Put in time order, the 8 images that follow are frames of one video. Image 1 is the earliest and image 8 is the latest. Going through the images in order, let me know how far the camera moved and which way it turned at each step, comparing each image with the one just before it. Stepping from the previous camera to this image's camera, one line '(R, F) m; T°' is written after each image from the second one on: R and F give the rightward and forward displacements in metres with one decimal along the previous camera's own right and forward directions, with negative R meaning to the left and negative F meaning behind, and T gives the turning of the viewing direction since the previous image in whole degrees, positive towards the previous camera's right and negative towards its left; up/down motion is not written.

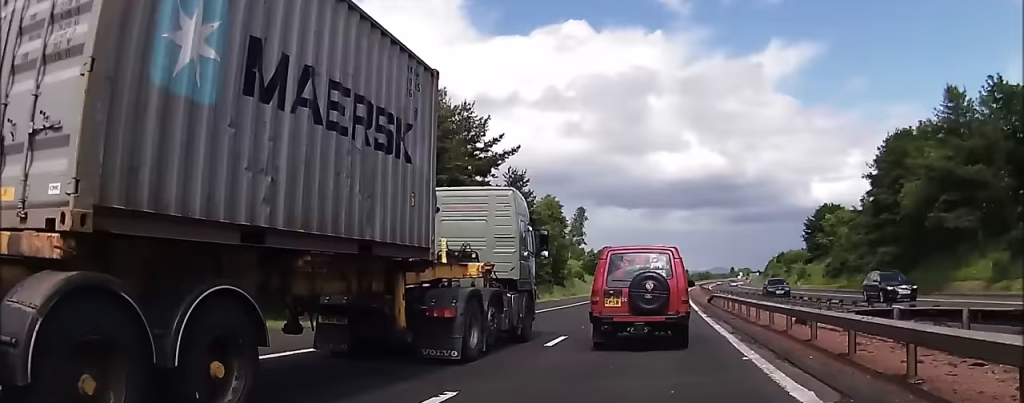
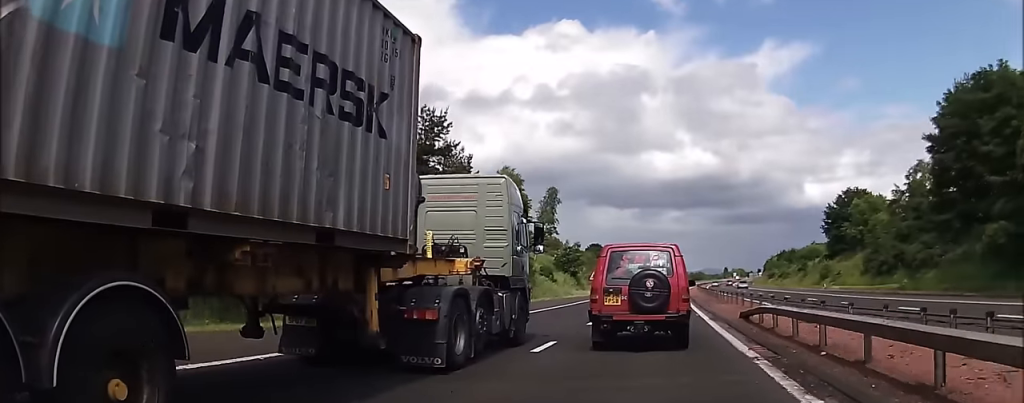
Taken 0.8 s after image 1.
(0.0, +20.1) m; +1°
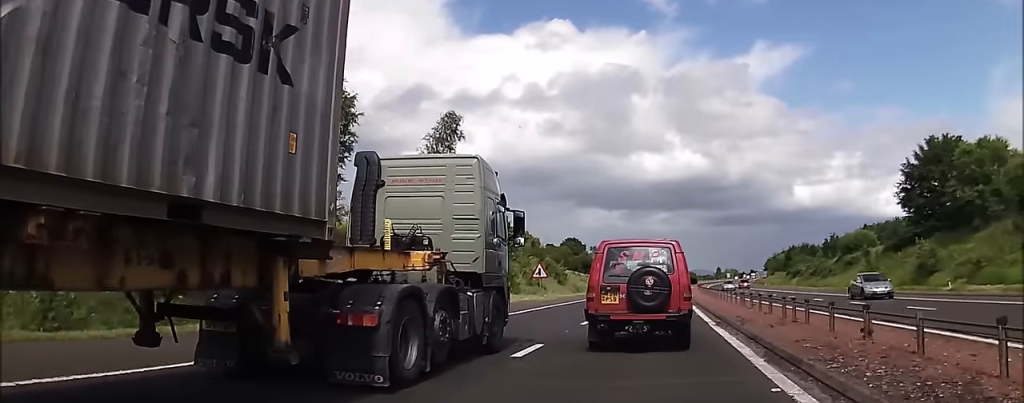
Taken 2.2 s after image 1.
(+0.5, +36.9) m; +1°
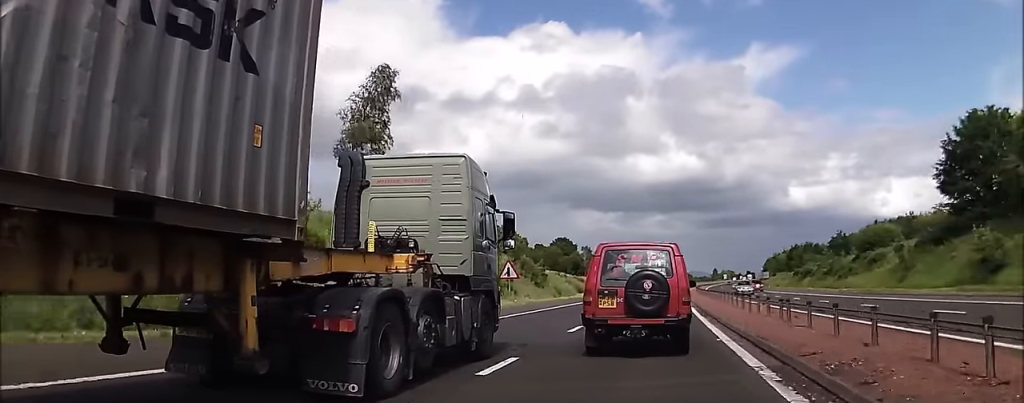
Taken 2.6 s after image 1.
(0.0, +11.0) m; 0°
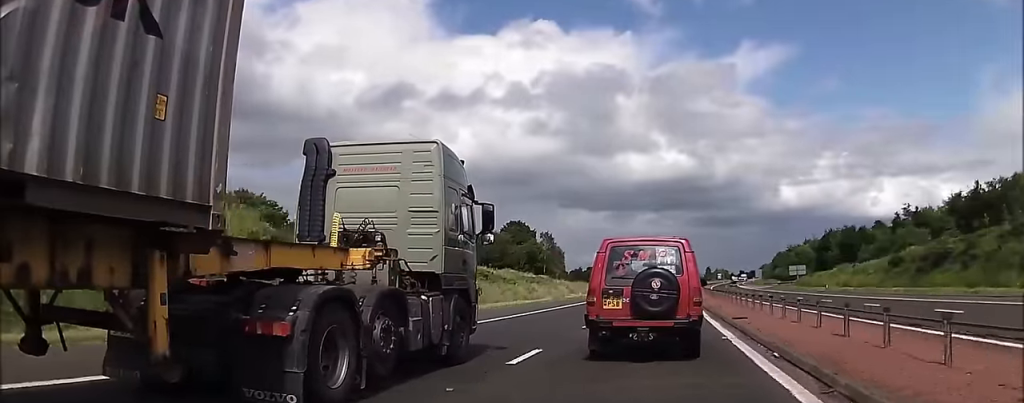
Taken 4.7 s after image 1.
(+1.0, +53.0) m; +2°
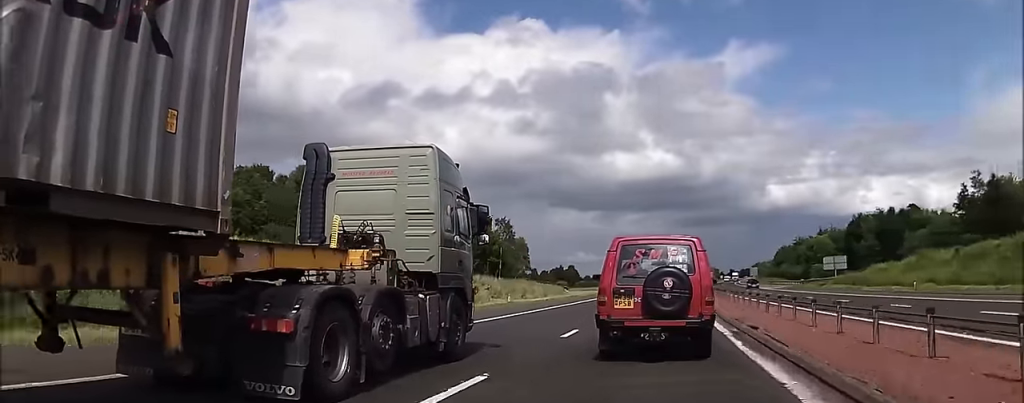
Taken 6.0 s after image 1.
(-0.1, +30.3) m; 0°
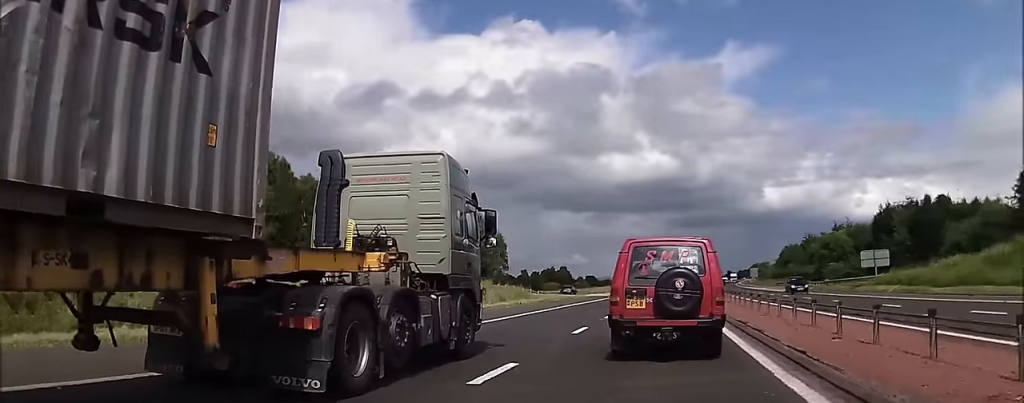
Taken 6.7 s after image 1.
(0.0, +16.9) m; +1°
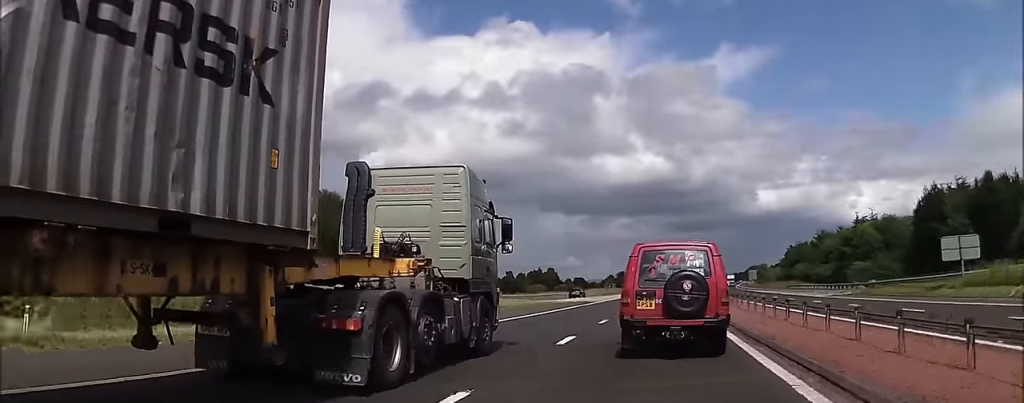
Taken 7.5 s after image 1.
(+0.3, +20.7) m; +1°
